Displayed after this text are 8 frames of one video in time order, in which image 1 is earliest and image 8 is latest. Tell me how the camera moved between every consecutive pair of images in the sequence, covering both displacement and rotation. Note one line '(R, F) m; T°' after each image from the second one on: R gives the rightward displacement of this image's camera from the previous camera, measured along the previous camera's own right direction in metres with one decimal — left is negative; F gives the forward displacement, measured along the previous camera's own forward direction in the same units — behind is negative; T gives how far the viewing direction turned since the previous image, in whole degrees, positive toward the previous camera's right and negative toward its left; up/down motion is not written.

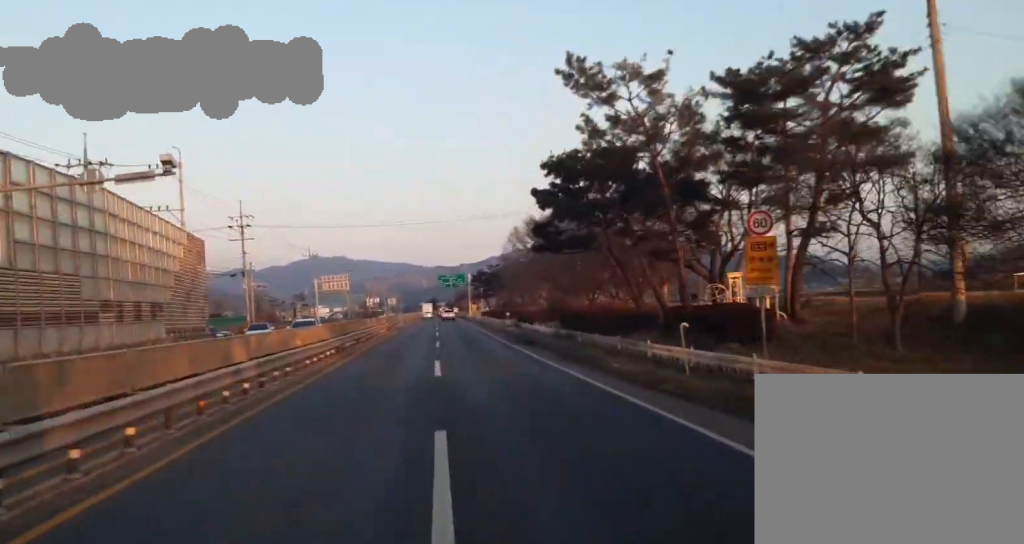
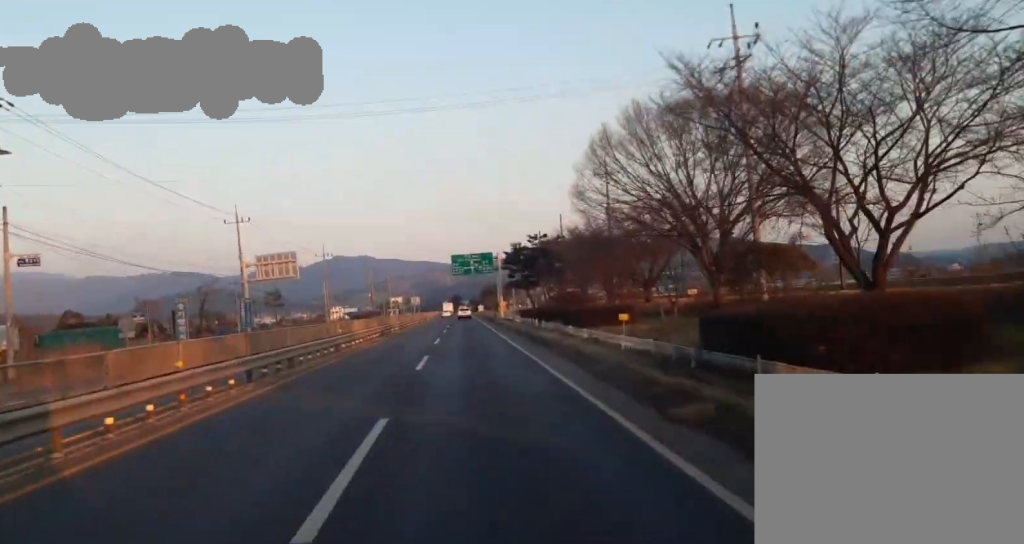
(+0.6, +59.0) m; +1°
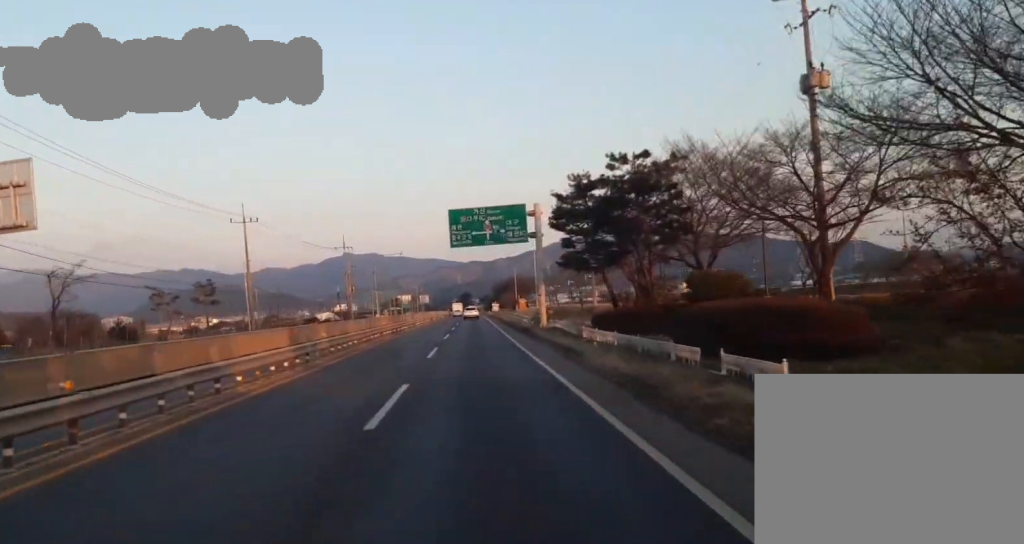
(+0.7, +55.2) m; +1°
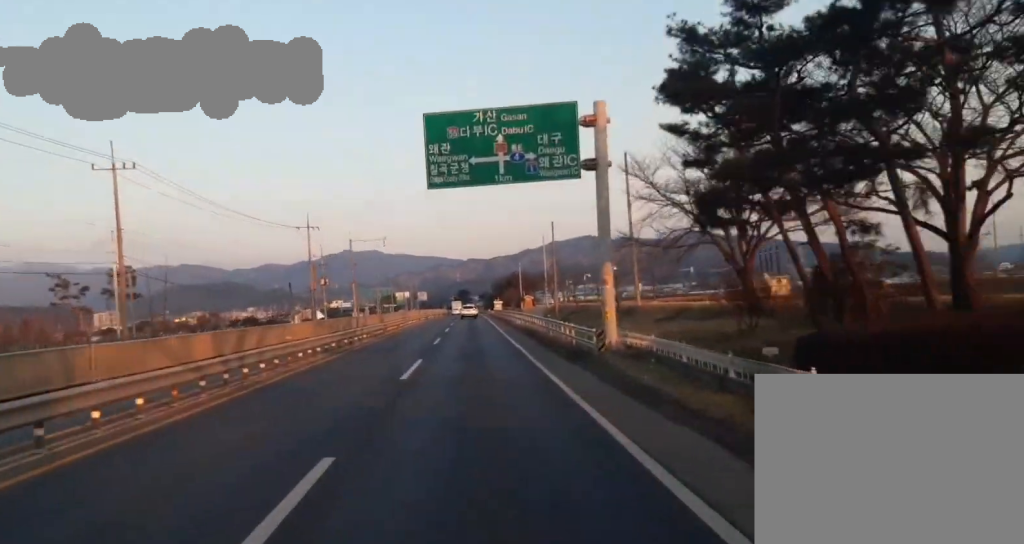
(0.0, +32.6) m; -1°
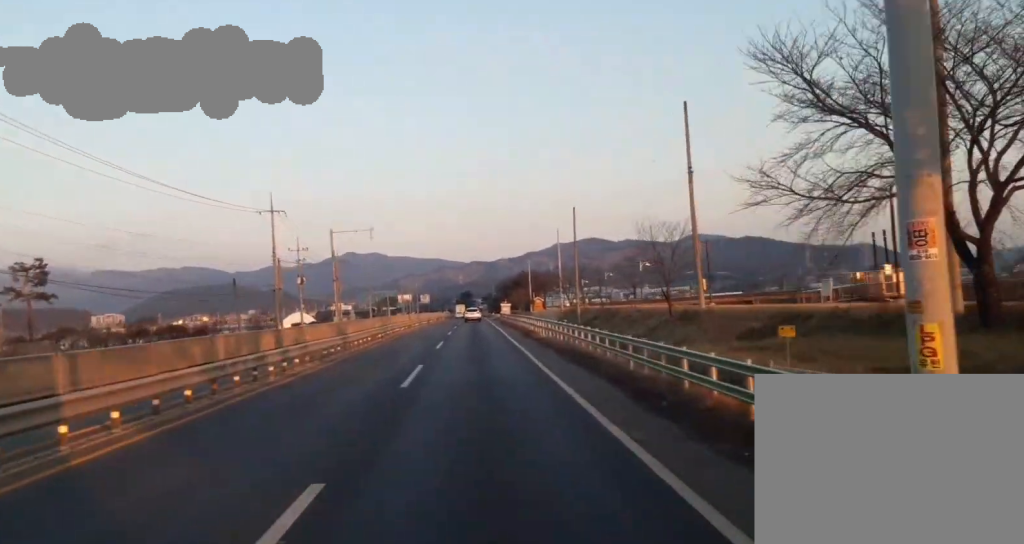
(-0.3, +23.4) m; -1°
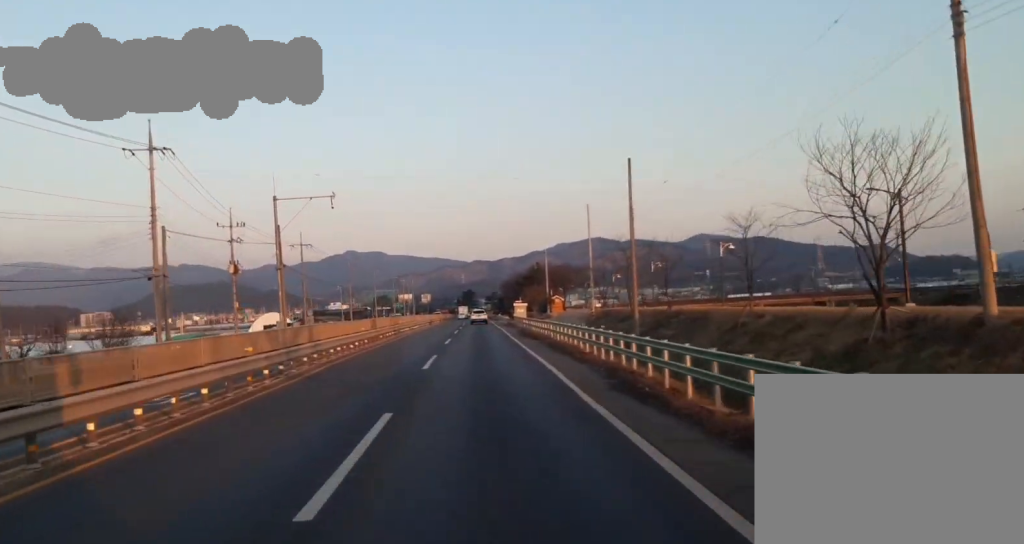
(-0.4, +35.0) m; -1°
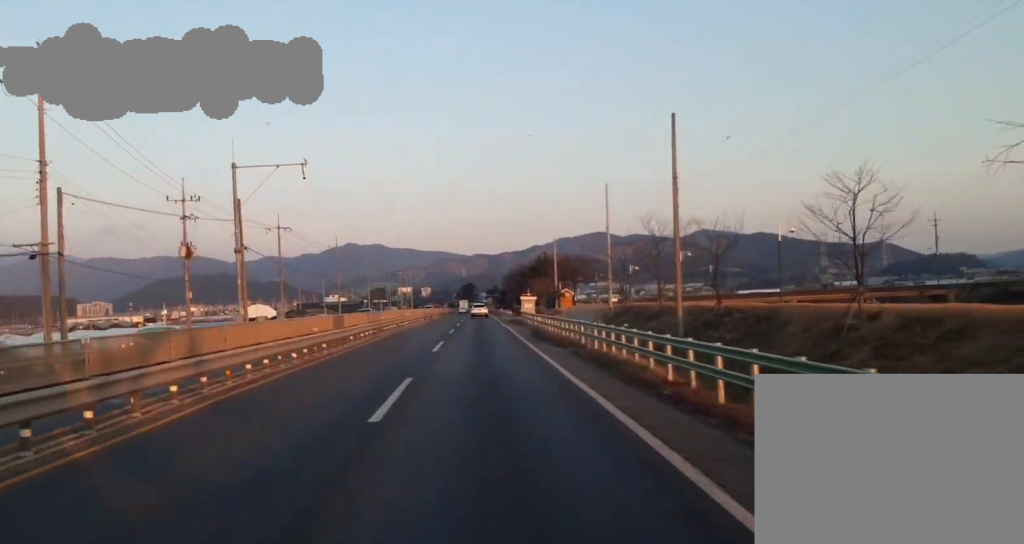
(0.0, +14.8) m; 0°
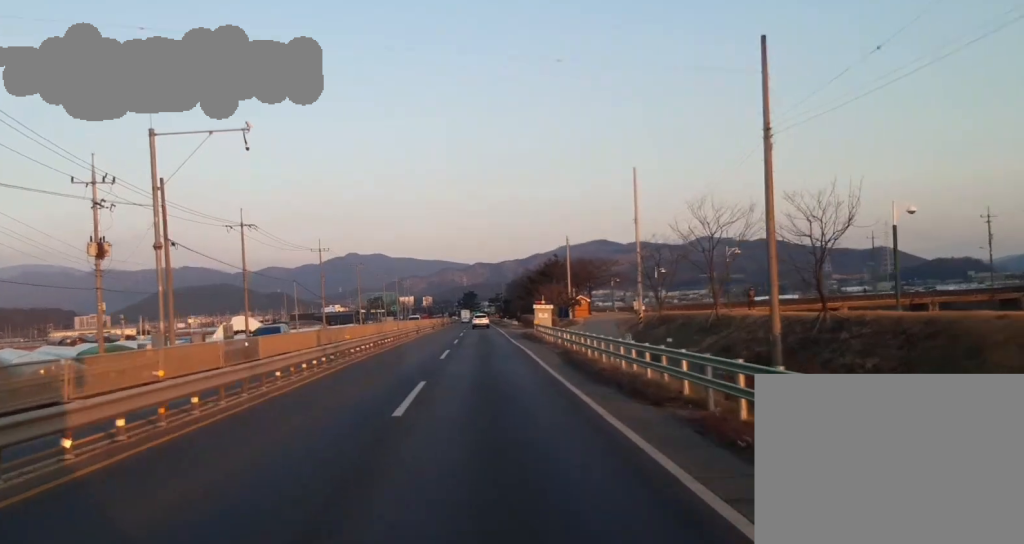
(-0.1, +17.6) m; 0°
